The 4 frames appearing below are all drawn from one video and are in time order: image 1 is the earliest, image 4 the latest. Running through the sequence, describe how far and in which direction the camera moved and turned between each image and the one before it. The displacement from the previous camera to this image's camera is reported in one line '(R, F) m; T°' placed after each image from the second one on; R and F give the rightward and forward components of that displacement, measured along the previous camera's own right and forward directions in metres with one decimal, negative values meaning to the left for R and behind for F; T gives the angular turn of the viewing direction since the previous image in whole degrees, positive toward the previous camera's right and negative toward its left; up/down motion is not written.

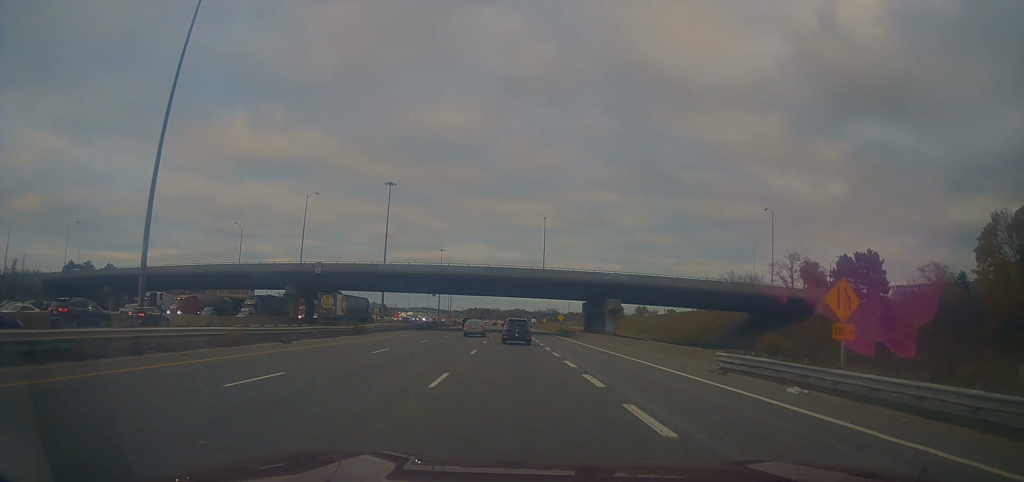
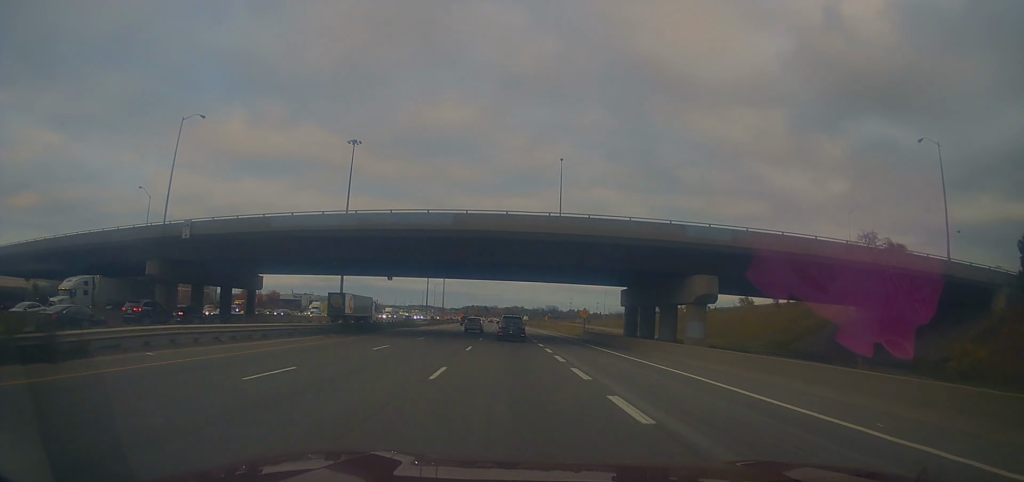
(+0.2, +35.0) m; 0°
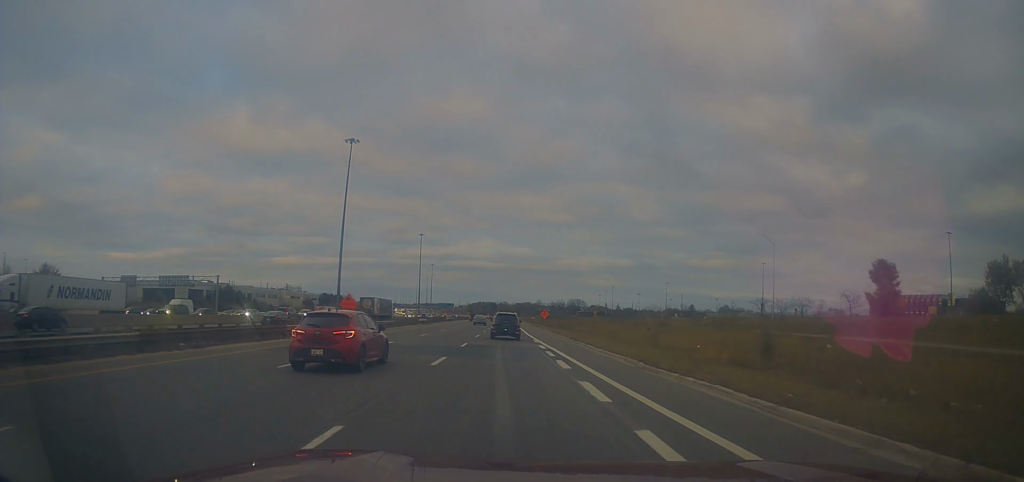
(-3.0, +142.4) m; -1°
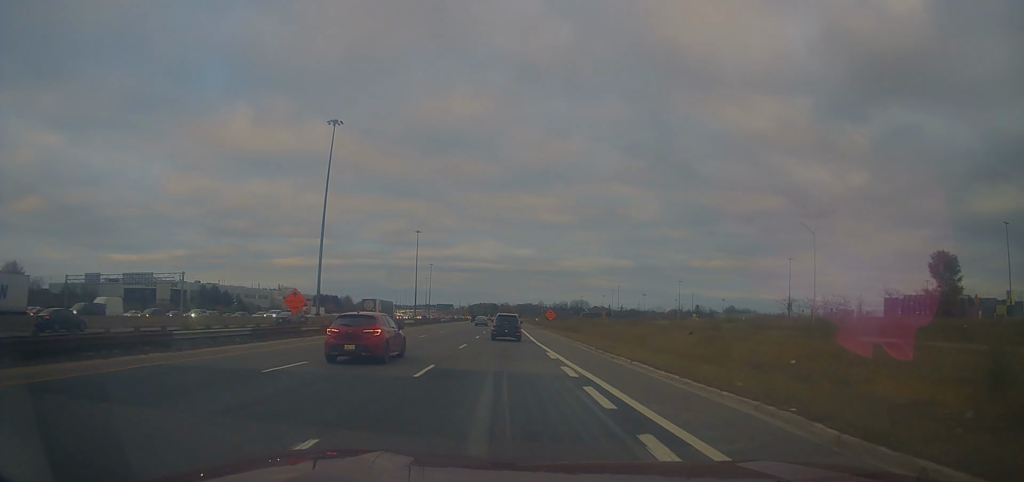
(+0.2, +12.7) m; 0°
